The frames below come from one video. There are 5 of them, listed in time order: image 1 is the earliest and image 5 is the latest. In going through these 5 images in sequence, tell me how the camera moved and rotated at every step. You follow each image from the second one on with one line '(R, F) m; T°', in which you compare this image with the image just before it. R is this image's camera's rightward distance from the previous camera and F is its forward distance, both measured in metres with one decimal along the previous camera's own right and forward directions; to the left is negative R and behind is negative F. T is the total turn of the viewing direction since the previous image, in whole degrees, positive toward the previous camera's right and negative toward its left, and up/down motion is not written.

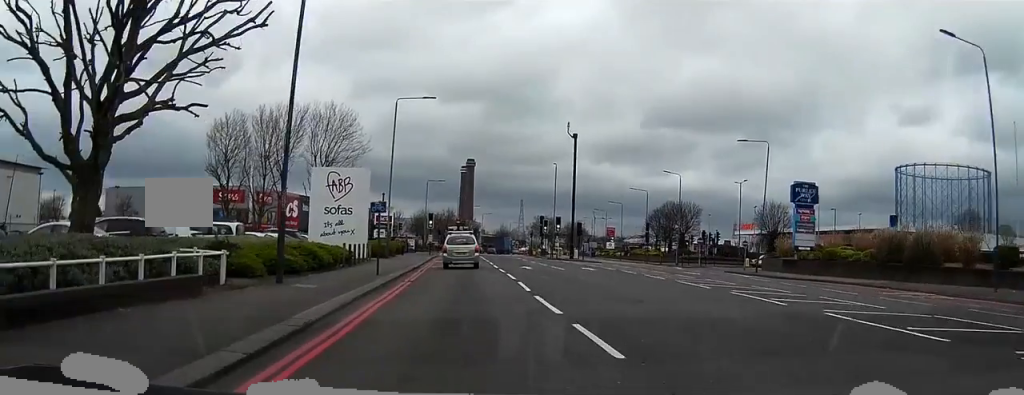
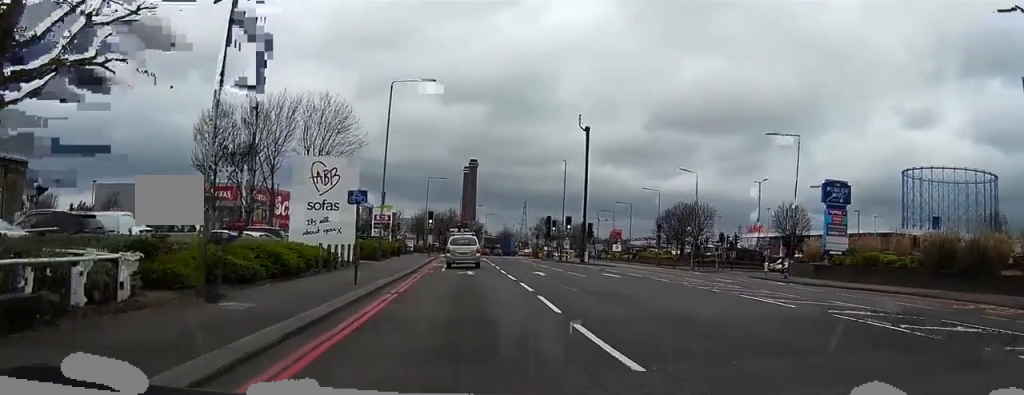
(+0.1, +6.0) m; 0°
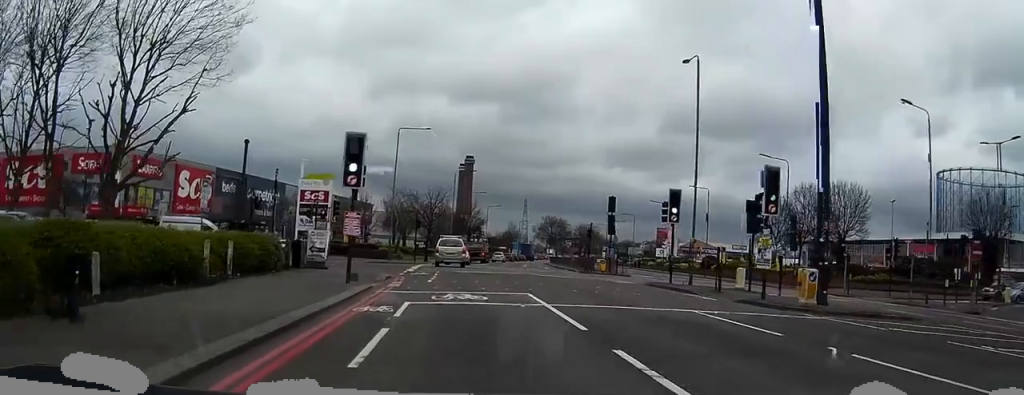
(-0.7, +45.1) m; -1°
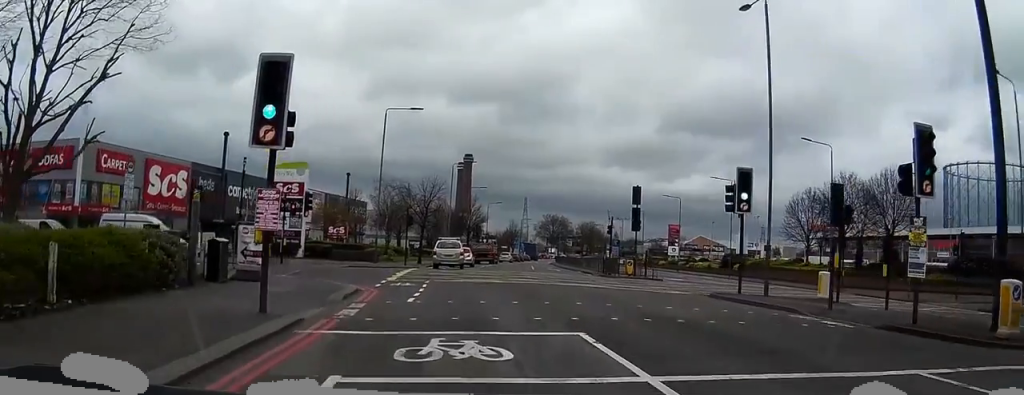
(0.0, +8.7) m; 0°
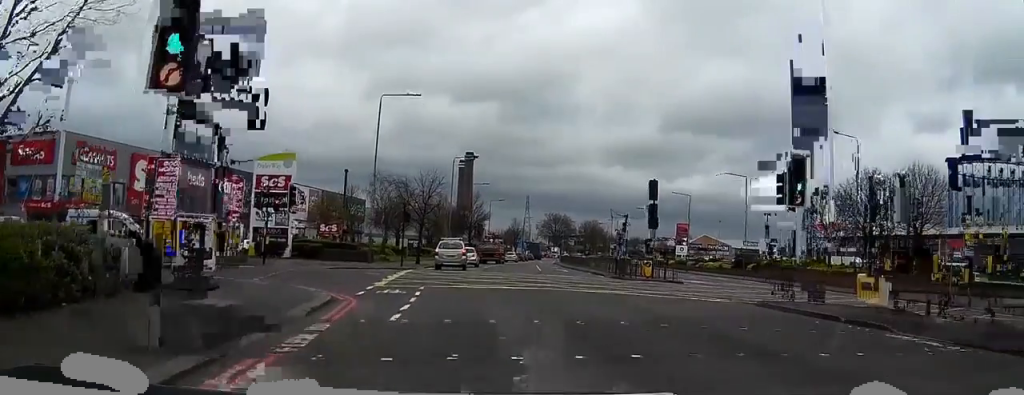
(0.0, +4.4) m; 0°
